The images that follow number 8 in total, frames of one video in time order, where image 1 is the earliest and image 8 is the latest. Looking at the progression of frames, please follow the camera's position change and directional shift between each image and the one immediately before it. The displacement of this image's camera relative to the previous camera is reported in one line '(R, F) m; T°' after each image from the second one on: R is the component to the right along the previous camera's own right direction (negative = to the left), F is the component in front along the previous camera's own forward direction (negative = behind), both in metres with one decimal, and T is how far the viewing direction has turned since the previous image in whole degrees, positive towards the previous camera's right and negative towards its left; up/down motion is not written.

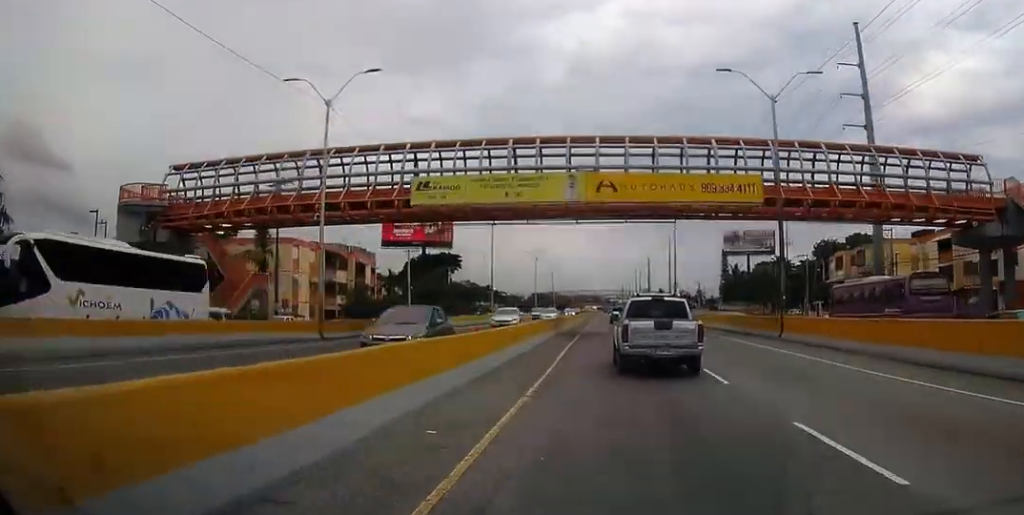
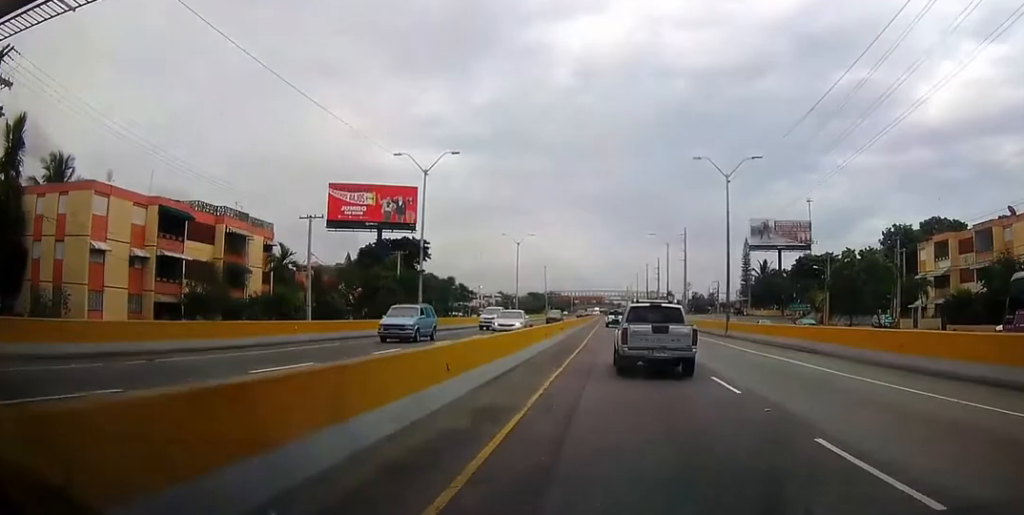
(+0.1, +31.5) m; 0°
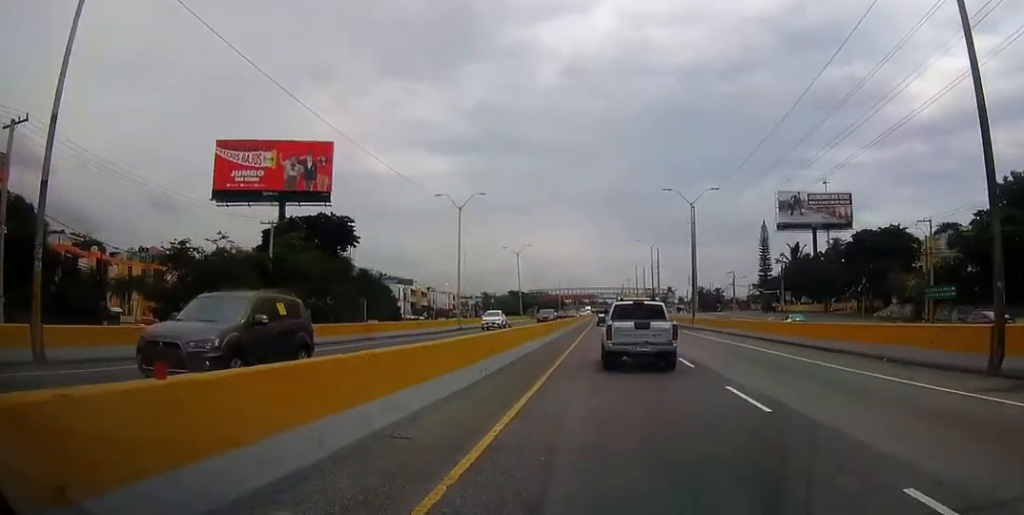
(-0.1, +33.2) m; 0°
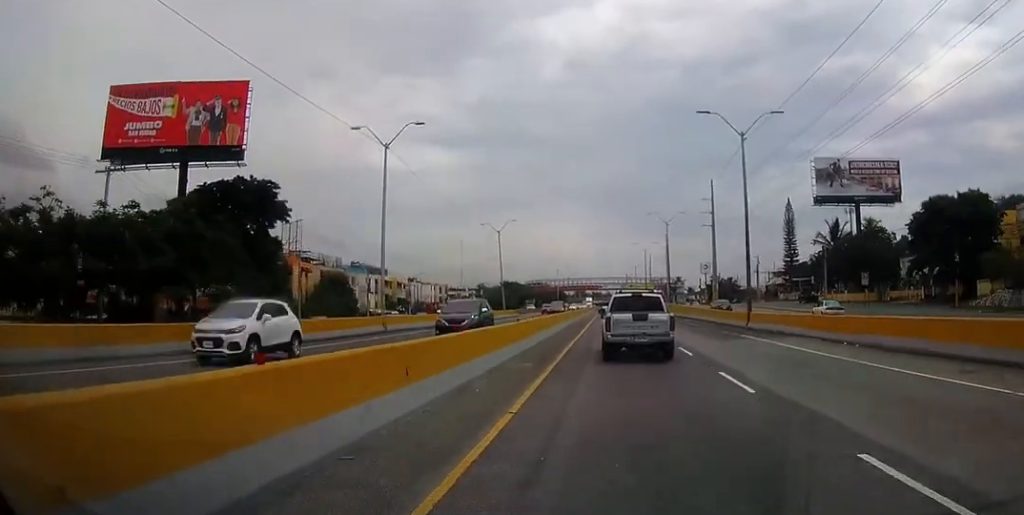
(0.0, +22.3) m; 0°
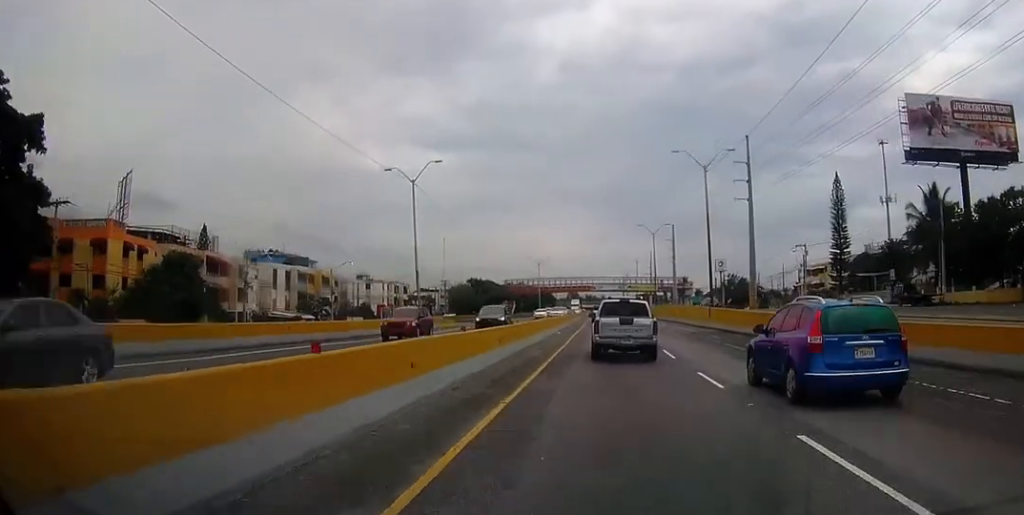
(0.0, +38.6) m; 0°
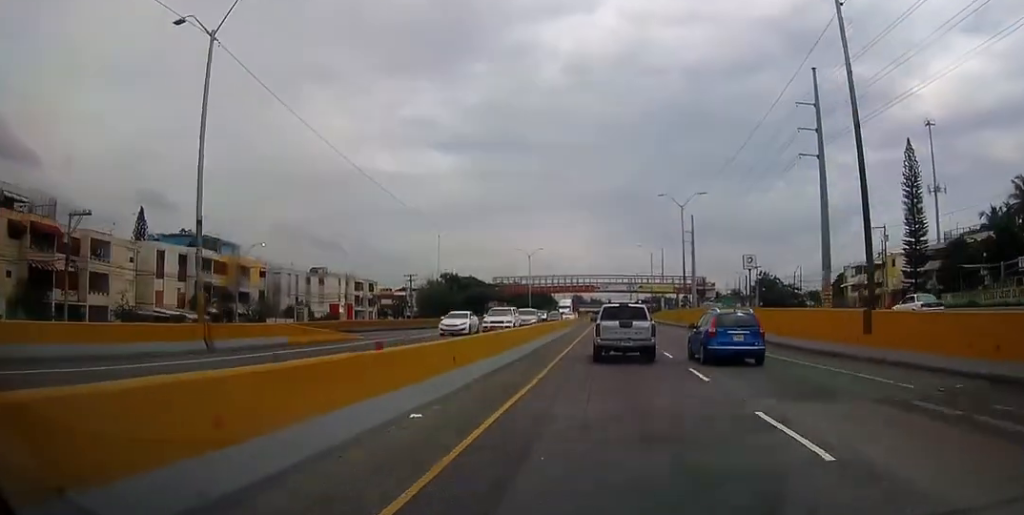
(0.0, +30.2) m; 0°
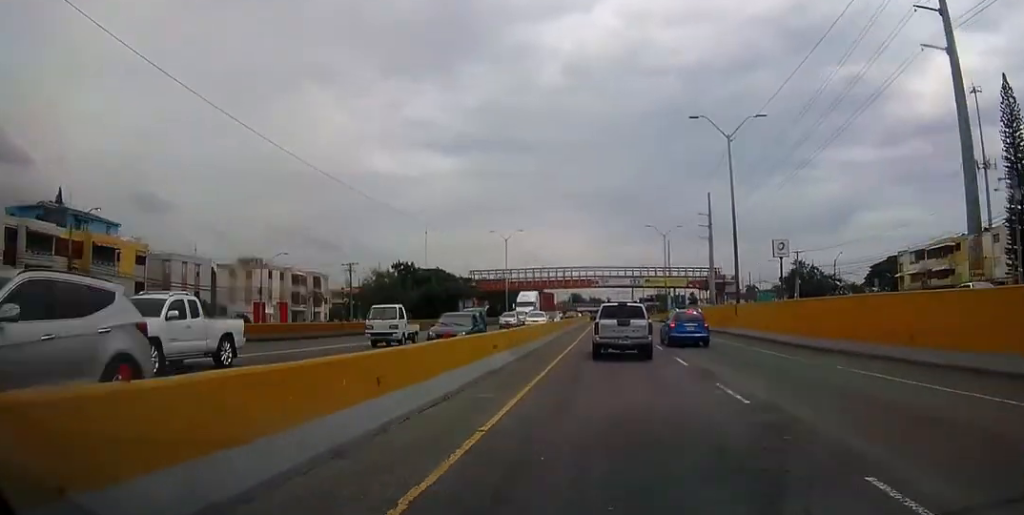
(0.0, +28.8) m; 0°
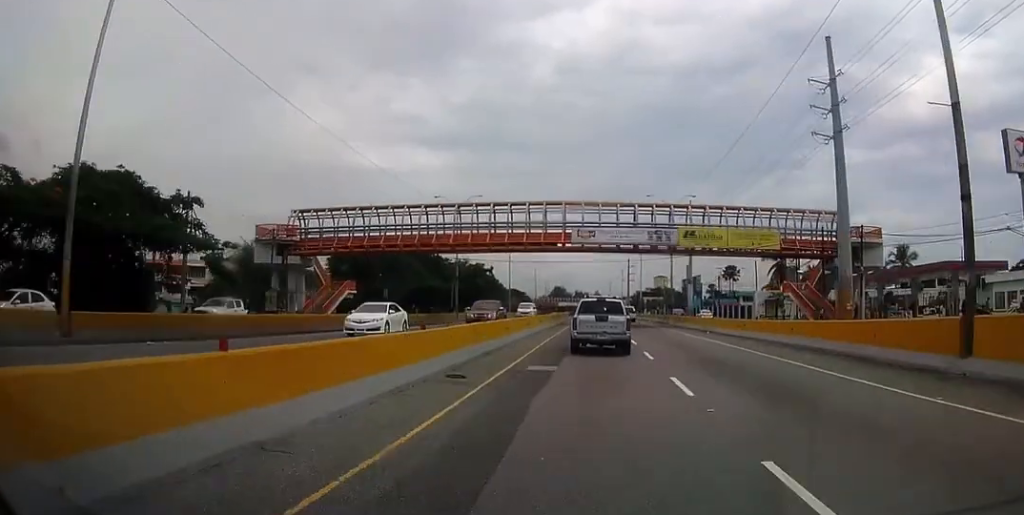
(+0.4, +79.5) m; 0°
